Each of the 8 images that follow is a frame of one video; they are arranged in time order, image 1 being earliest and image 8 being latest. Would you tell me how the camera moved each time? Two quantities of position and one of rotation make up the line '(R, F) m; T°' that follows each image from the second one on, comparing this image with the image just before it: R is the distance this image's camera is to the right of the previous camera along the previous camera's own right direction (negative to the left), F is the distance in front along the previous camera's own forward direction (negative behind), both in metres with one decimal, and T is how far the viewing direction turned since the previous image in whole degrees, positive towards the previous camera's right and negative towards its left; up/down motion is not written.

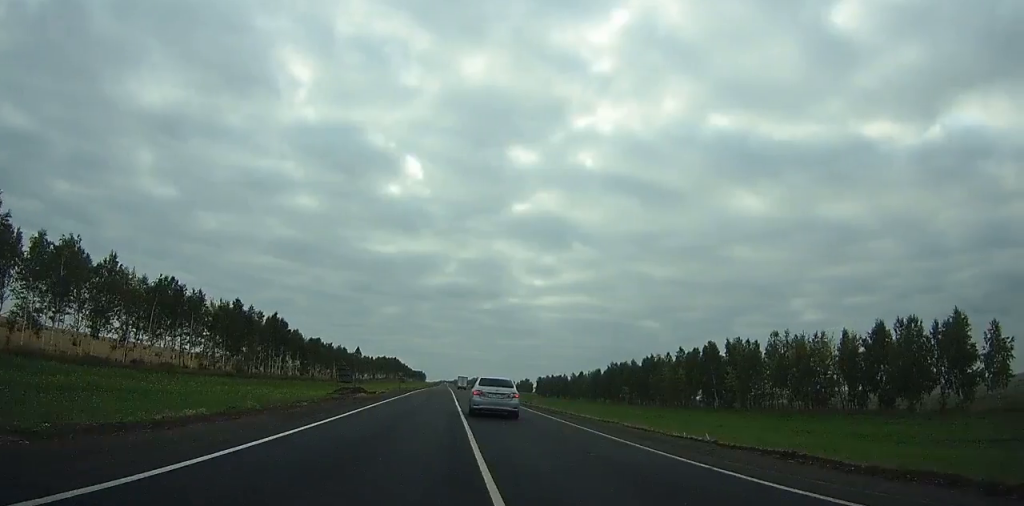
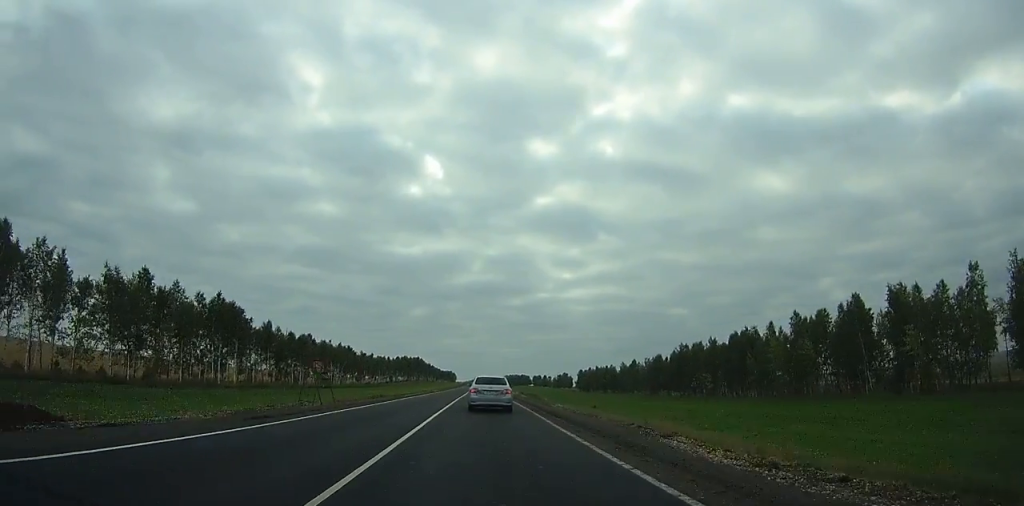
(+0.6, +34.5) m; +1°
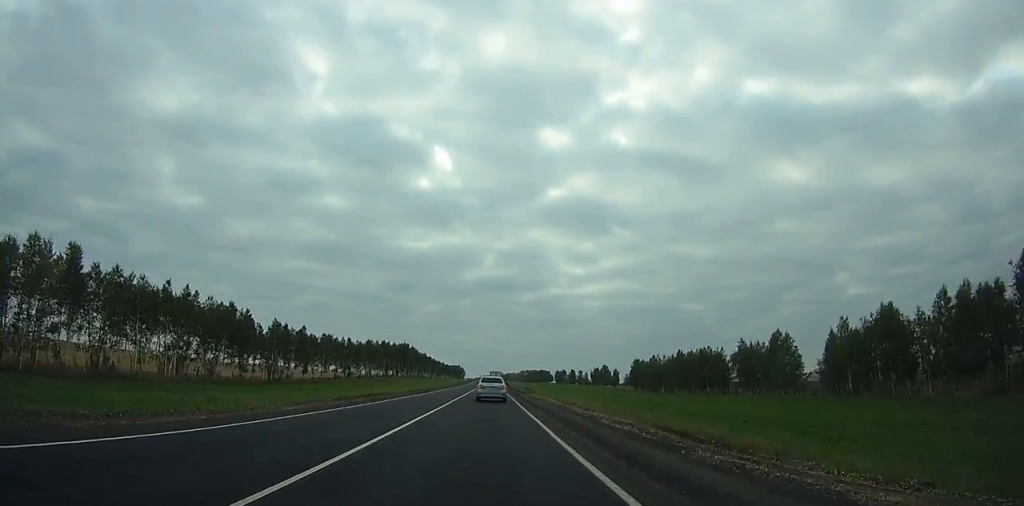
(-1.0, +94.2) m; -1°
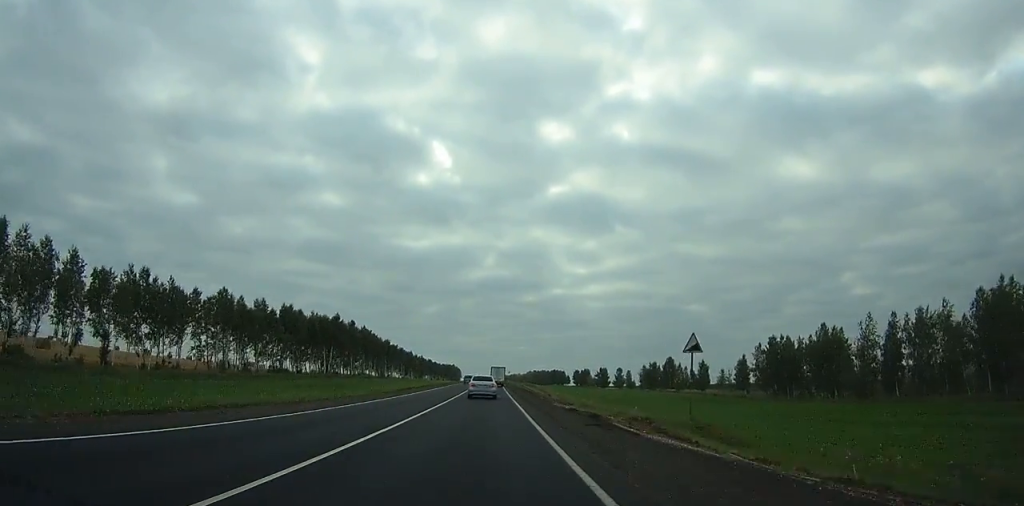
(-1.3, +108.0) m; -1°
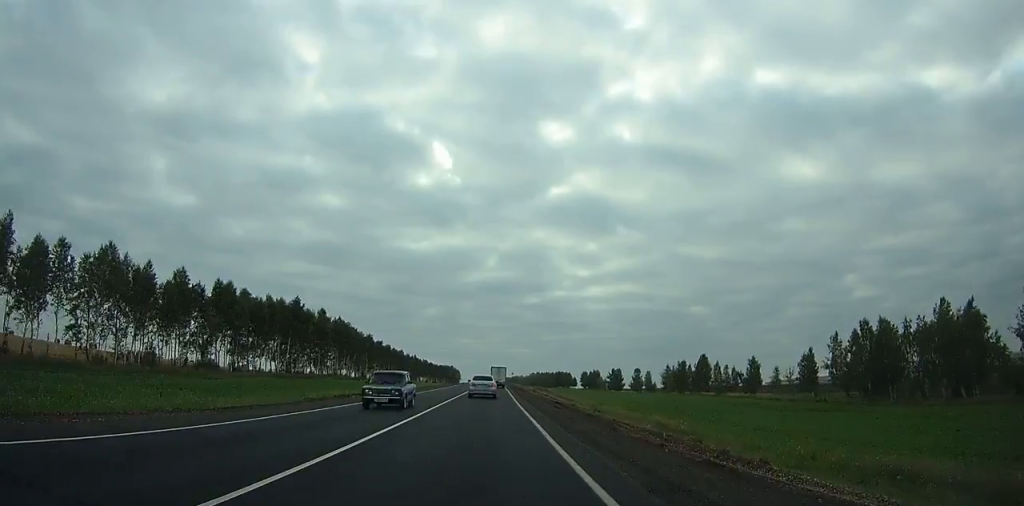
(-0.1, +29.6) m; 0°
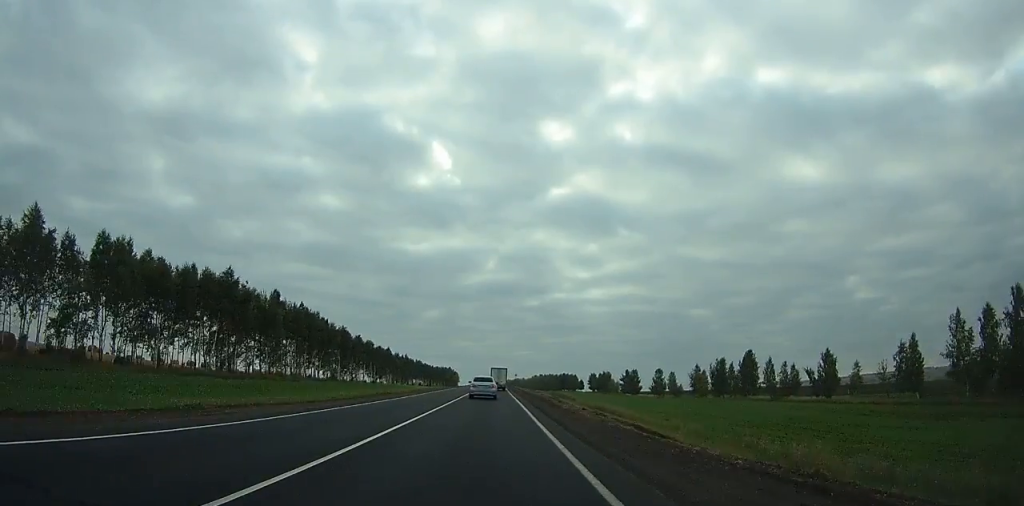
(+0.2, +29.3) m; 0°
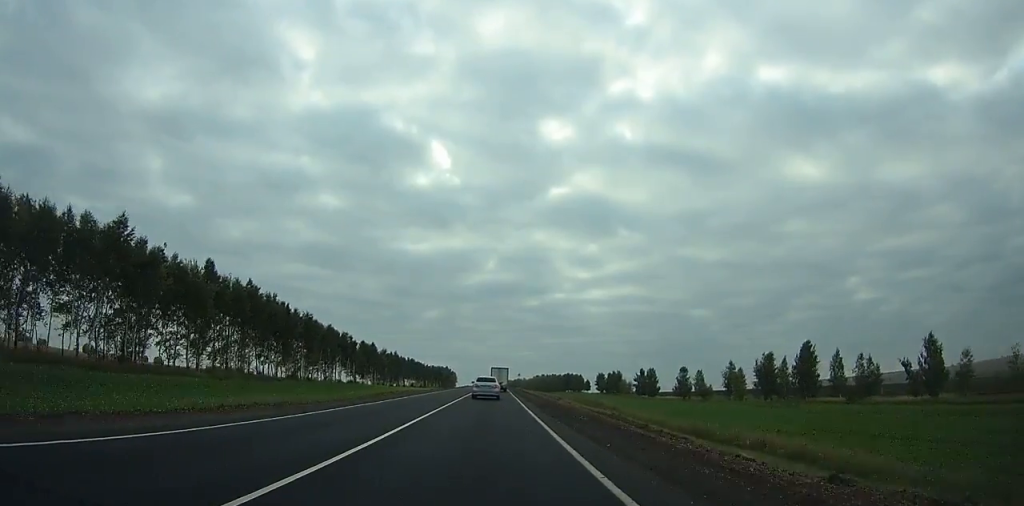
(+0.1, +25.6) m; 0°
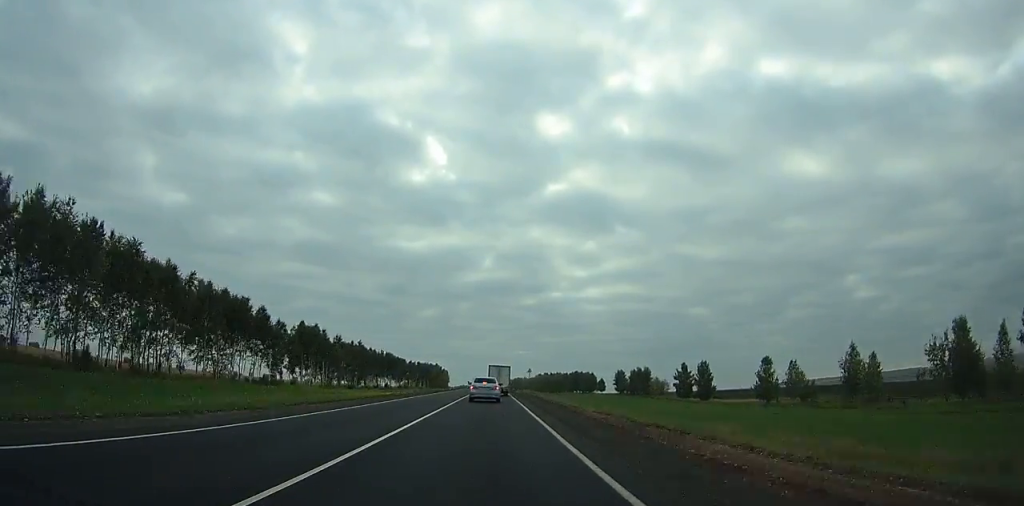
(0.0, +53.0) m; 0°
